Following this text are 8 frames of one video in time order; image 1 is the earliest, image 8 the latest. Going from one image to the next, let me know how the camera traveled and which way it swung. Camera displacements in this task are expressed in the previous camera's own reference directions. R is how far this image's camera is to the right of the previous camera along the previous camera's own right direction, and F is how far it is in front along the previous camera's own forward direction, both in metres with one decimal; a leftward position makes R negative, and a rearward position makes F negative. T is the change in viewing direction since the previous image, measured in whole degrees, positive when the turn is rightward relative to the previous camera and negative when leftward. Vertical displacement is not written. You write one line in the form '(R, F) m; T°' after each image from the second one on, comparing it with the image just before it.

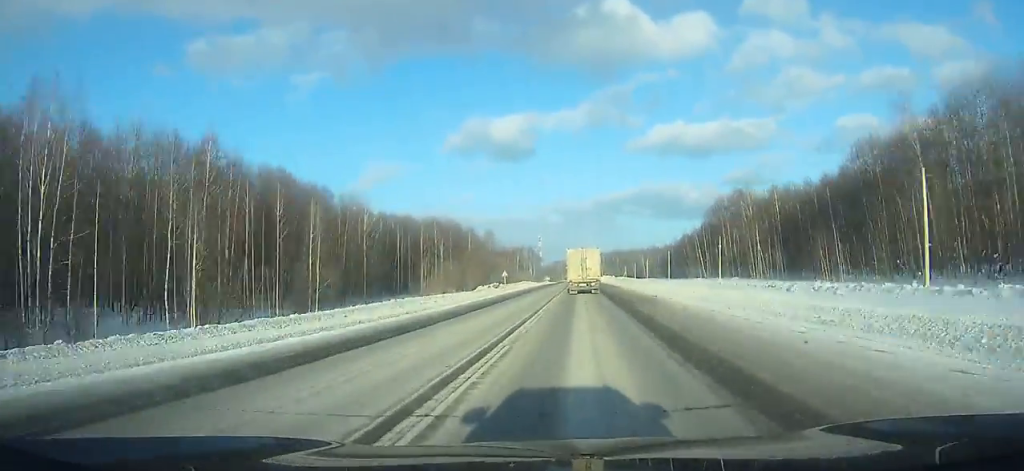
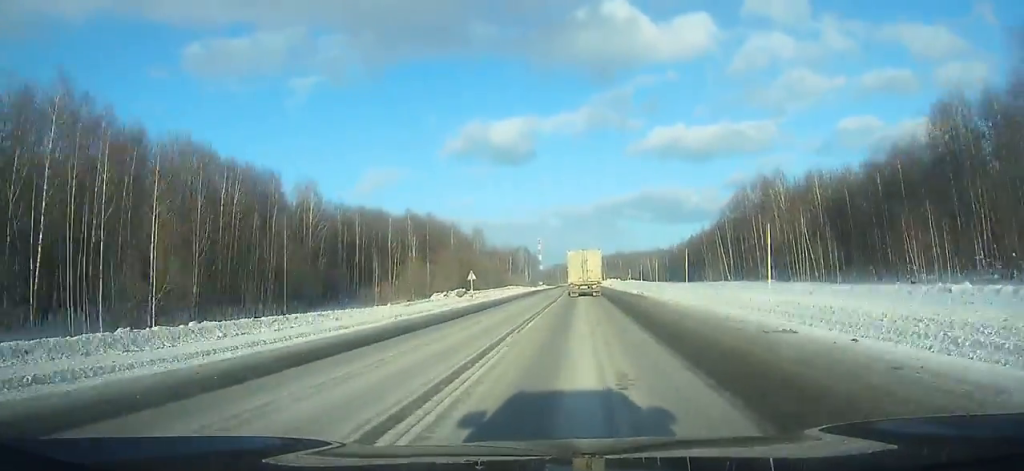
(-0.4, +24.8) m; -1°
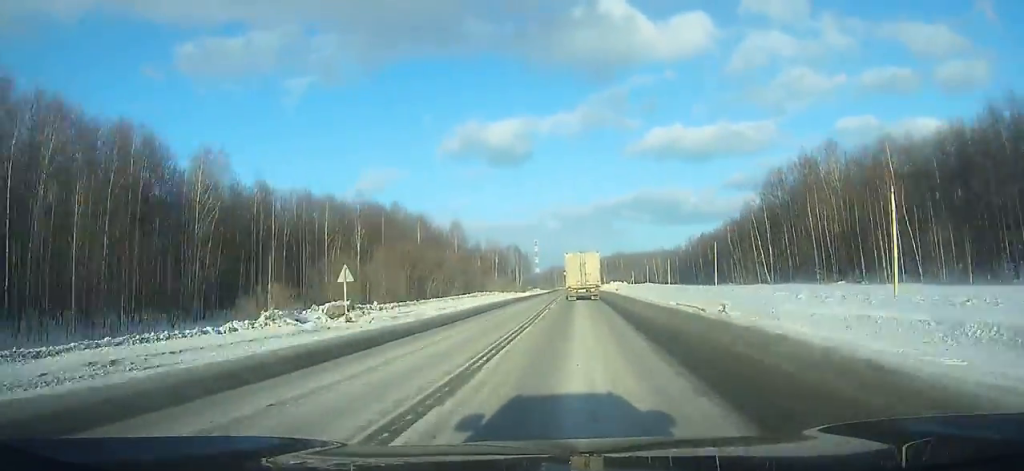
(-0.1, +28.6) m; -1°
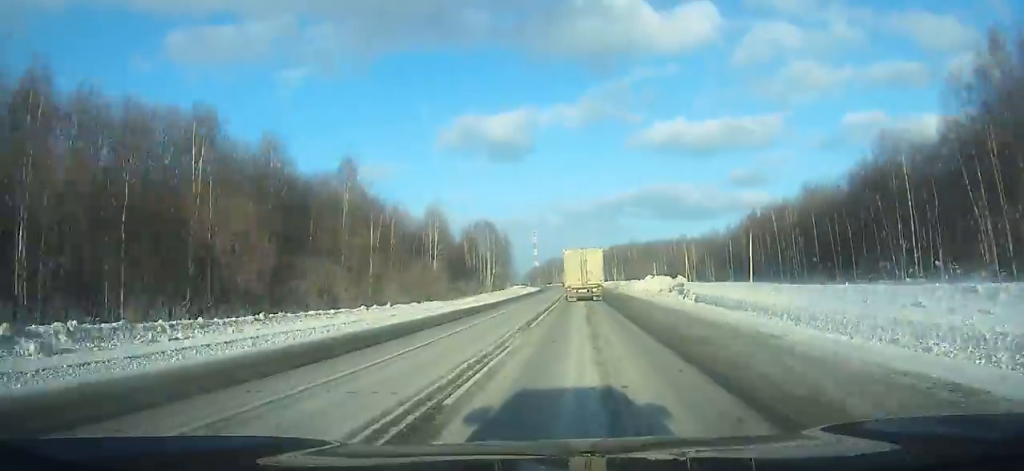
(-0.5, +72.3) m; 0°
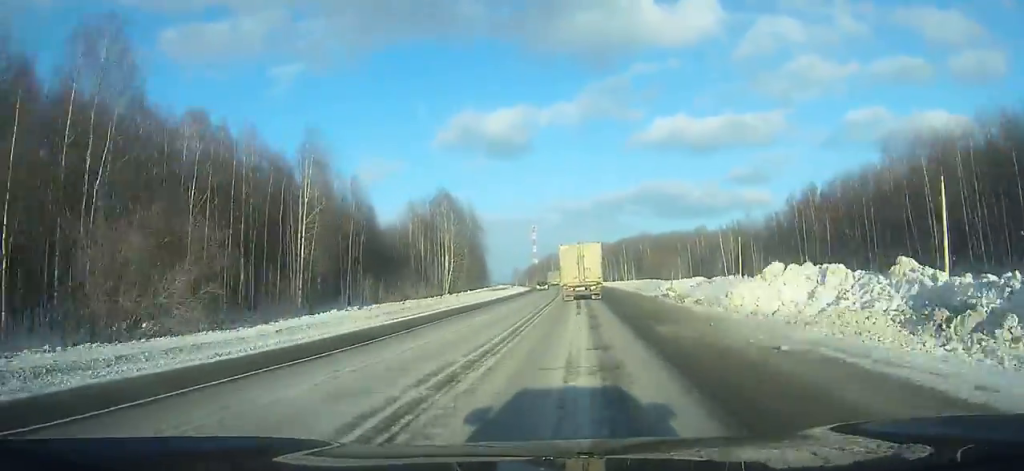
(+0.7, +45.5) m; 0°
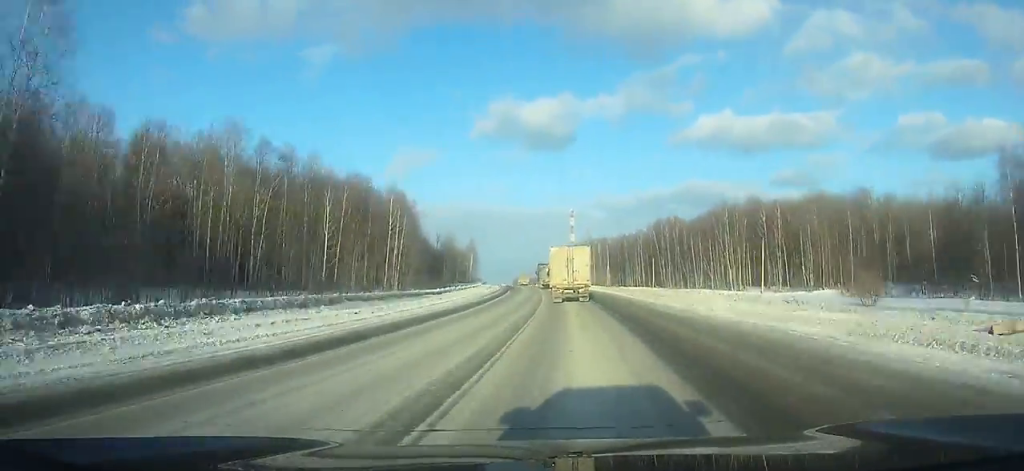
(-3.4, +129.3) m; -4°
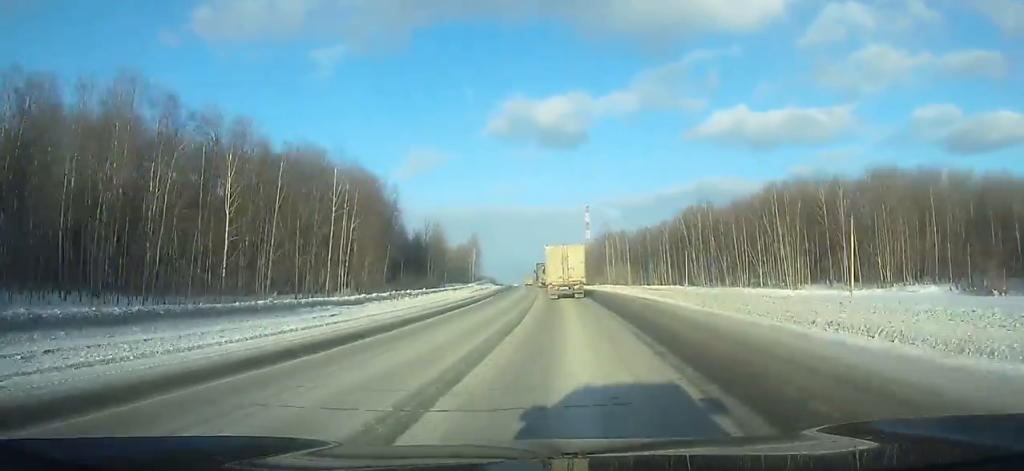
(-0.4, +26.4) m; -2°
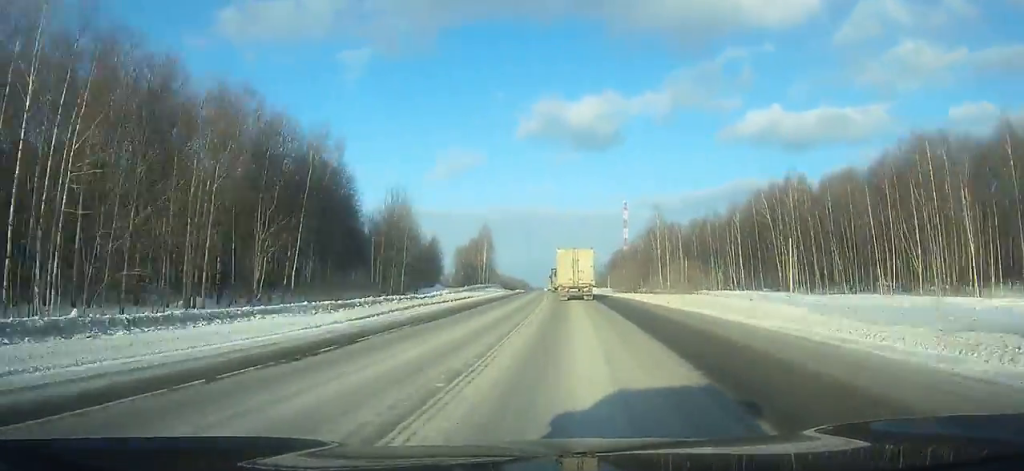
(-0.8, +43.0) m; -3°
